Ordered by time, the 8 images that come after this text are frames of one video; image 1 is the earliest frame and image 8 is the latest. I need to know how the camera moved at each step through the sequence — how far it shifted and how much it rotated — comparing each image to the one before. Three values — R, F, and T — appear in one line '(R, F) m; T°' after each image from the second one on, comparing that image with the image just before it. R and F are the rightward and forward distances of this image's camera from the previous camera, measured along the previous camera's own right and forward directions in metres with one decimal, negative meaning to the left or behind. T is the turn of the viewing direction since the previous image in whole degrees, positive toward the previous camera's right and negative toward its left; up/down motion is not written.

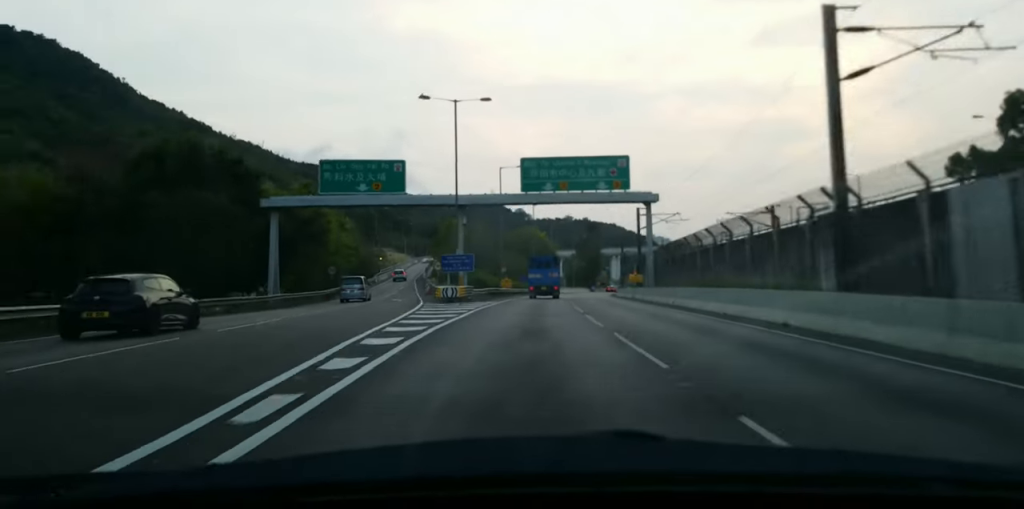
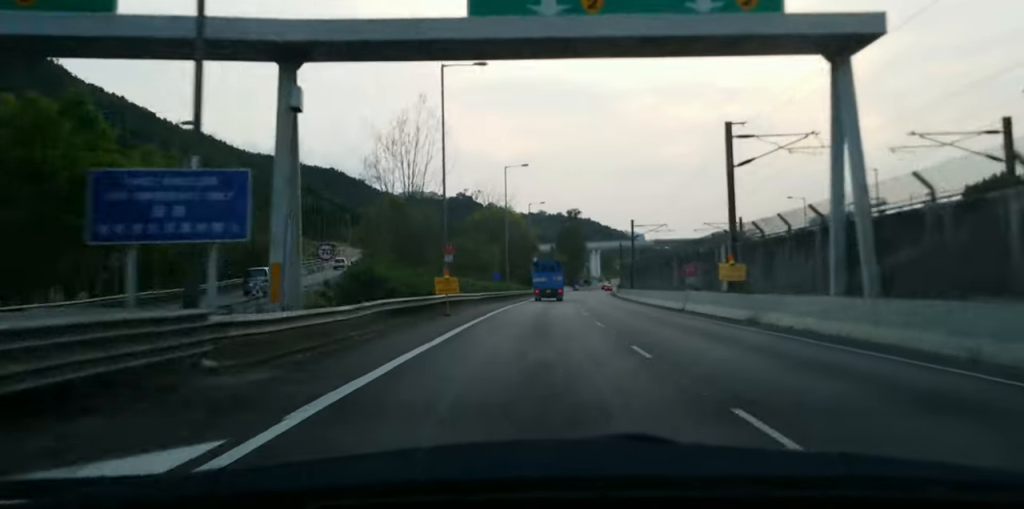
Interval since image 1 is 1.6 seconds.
(+0.9, +35.7) m; +3°
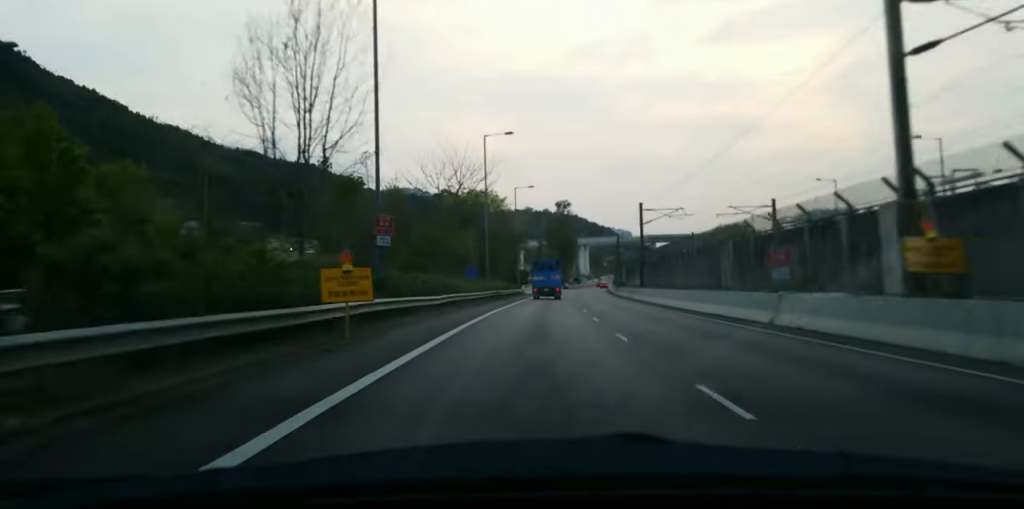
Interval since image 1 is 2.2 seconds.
(+0.2, +14.4) m; +1°
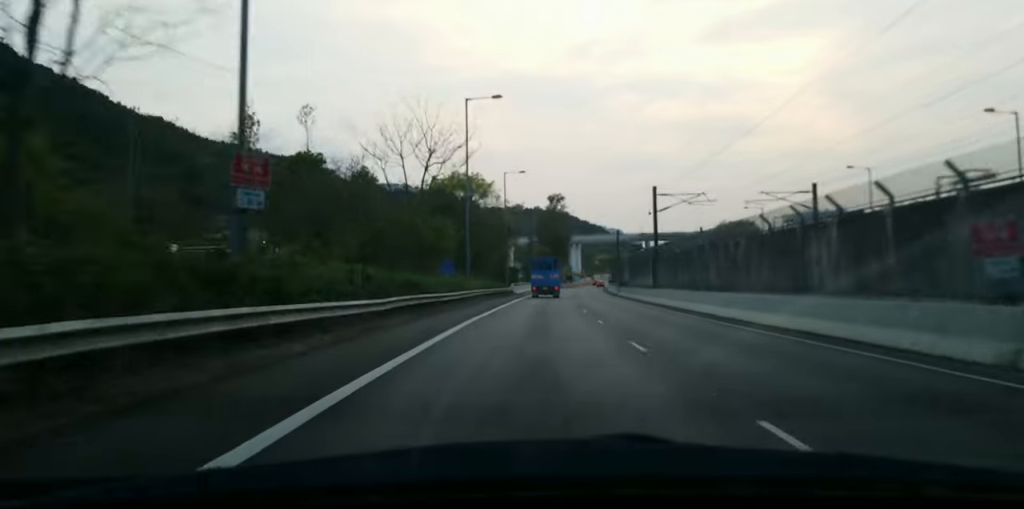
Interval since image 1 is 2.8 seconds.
(0.0, +11.8) m; 0°
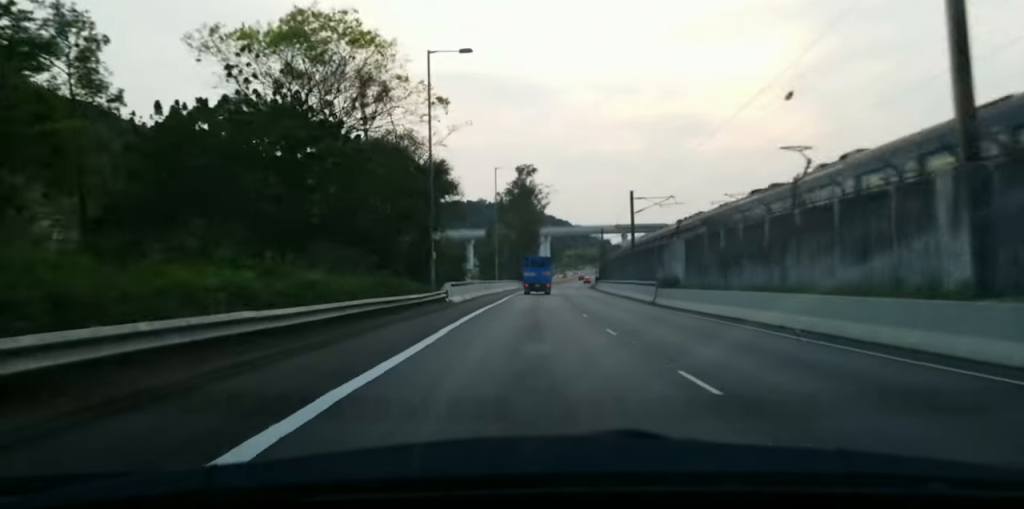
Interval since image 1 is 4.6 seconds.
(+0.4, +41.8) m; +2°
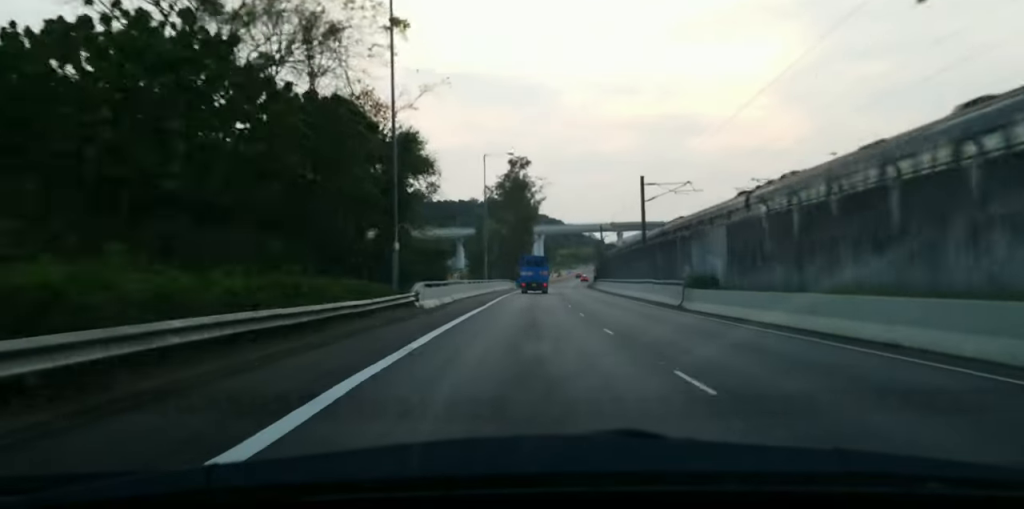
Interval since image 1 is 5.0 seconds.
(0.0, +9.1) m; +1°
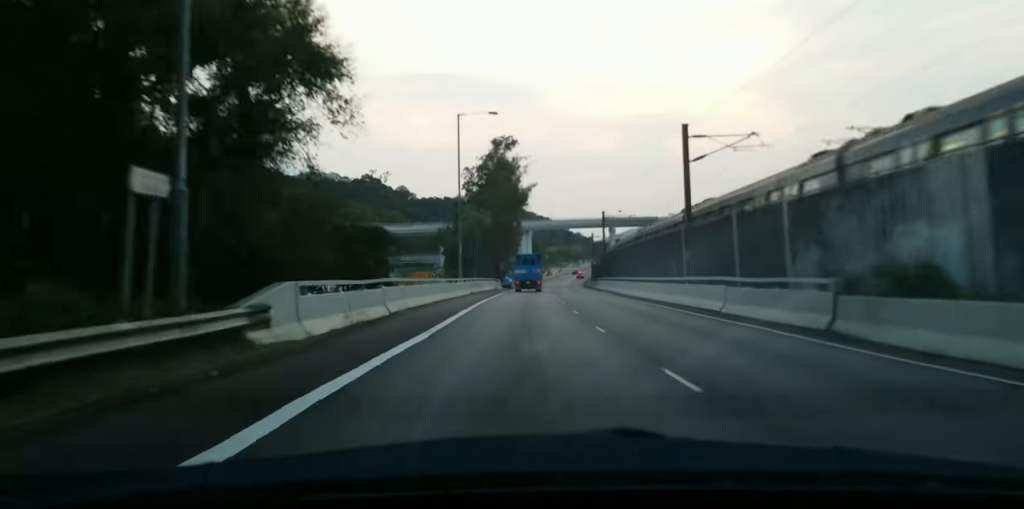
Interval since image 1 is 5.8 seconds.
(+0.3, +17.5) m; +1°
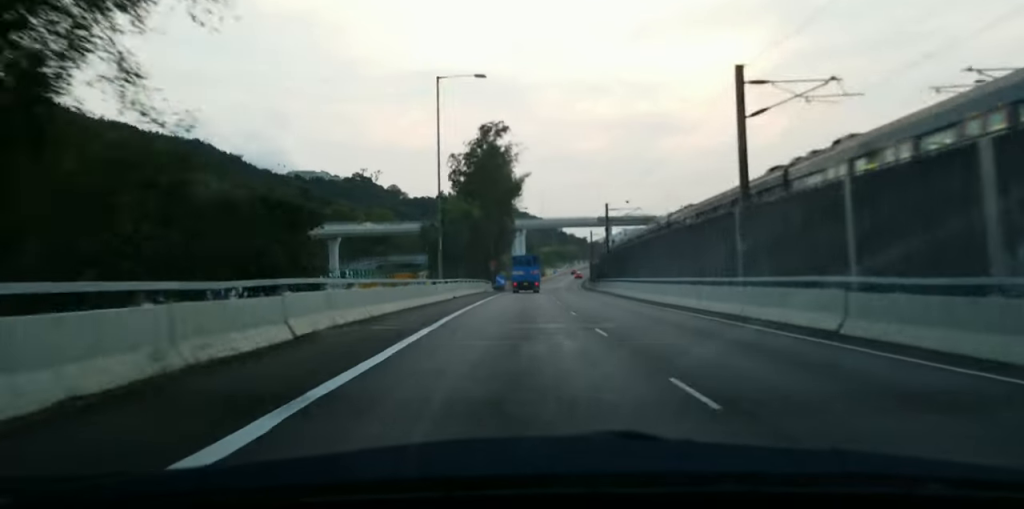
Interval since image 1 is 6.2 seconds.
(0.0, +10.1) m; 0°
